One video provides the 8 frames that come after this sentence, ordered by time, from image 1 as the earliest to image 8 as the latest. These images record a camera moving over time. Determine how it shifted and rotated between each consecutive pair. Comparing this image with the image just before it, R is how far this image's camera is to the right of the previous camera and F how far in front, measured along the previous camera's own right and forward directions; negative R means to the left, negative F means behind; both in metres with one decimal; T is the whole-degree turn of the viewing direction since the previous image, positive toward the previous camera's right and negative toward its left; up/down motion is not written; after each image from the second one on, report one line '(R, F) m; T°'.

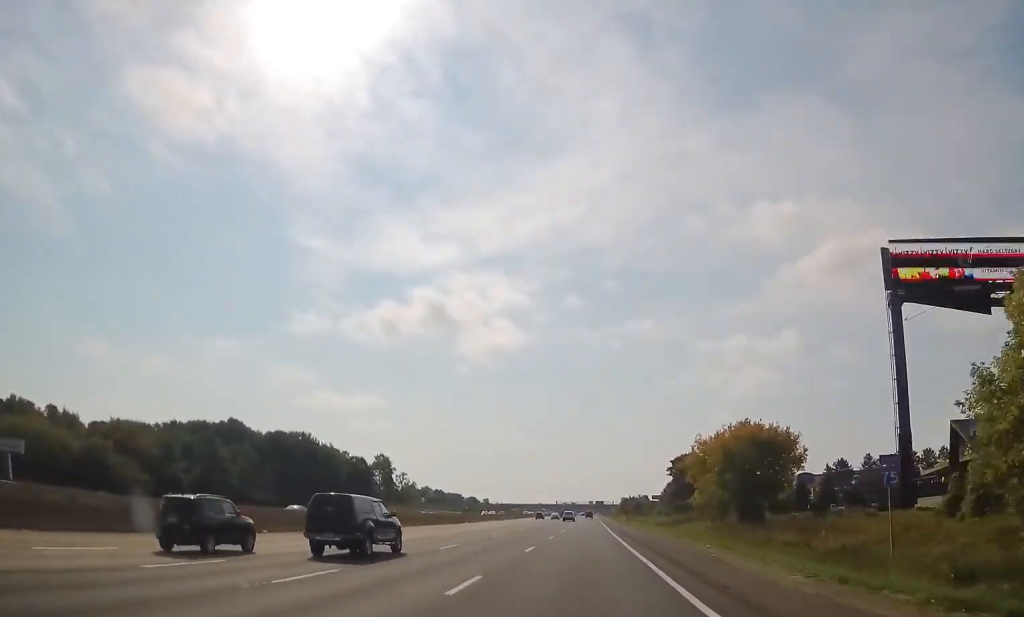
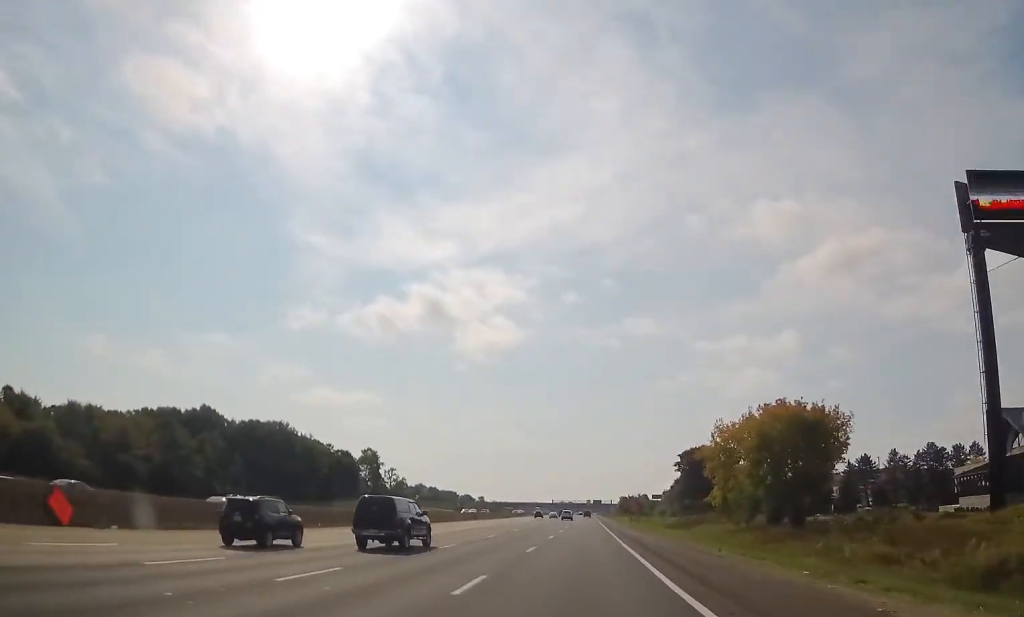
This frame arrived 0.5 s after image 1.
(+0.3, +15.1) m; 0°
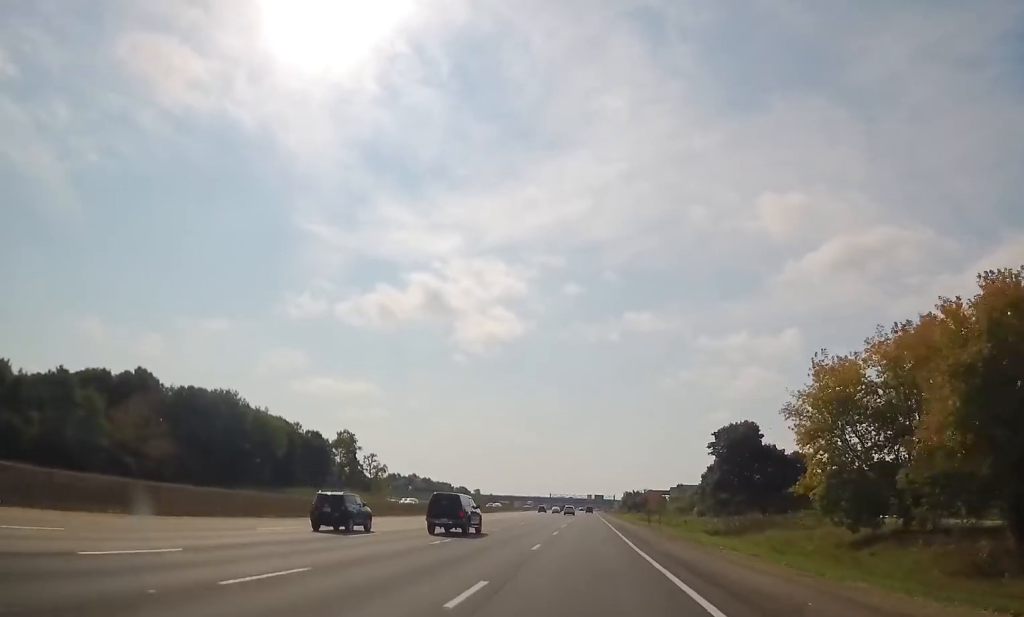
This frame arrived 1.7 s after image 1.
(-0.6, +32.0) m; -1°
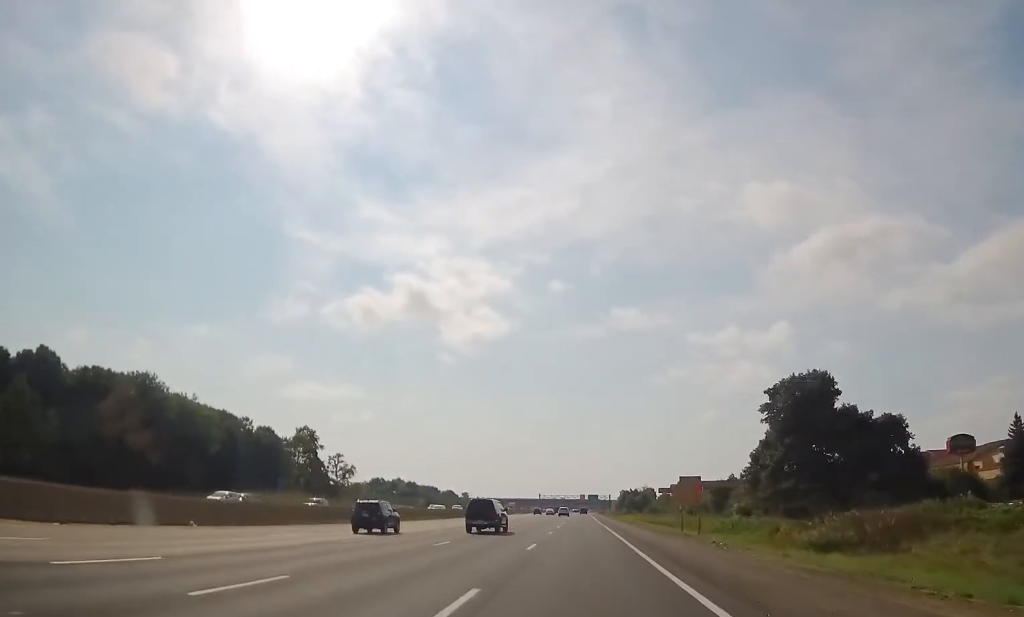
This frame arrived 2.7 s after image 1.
(+0.3, +31.6) m; 0°
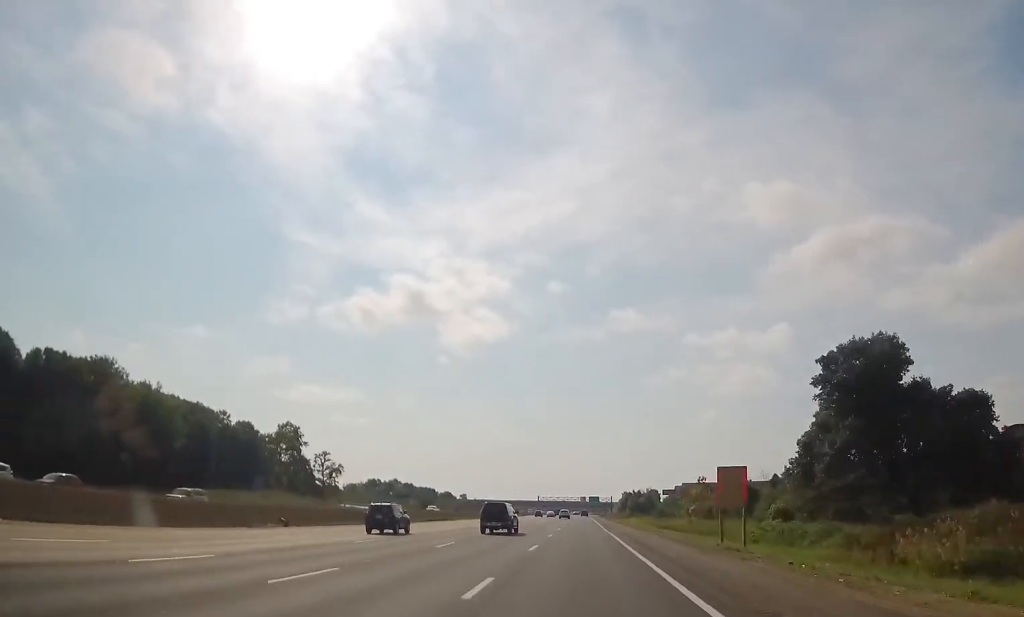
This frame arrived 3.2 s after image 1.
(-0.2, +14.3) m; 0°
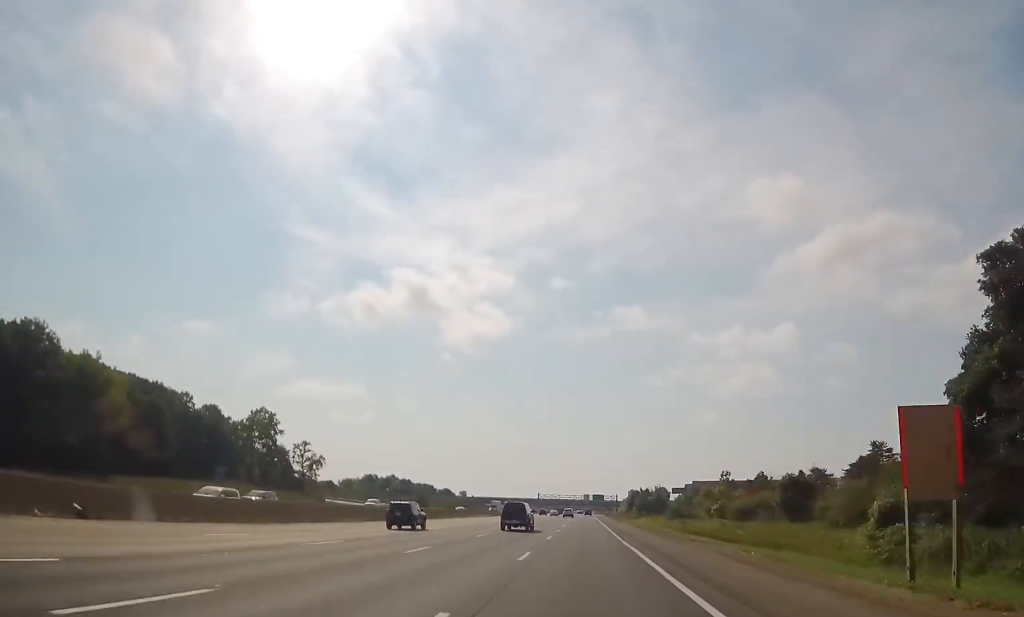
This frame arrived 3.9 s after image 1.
(-0.2, +21.2) m; 0°
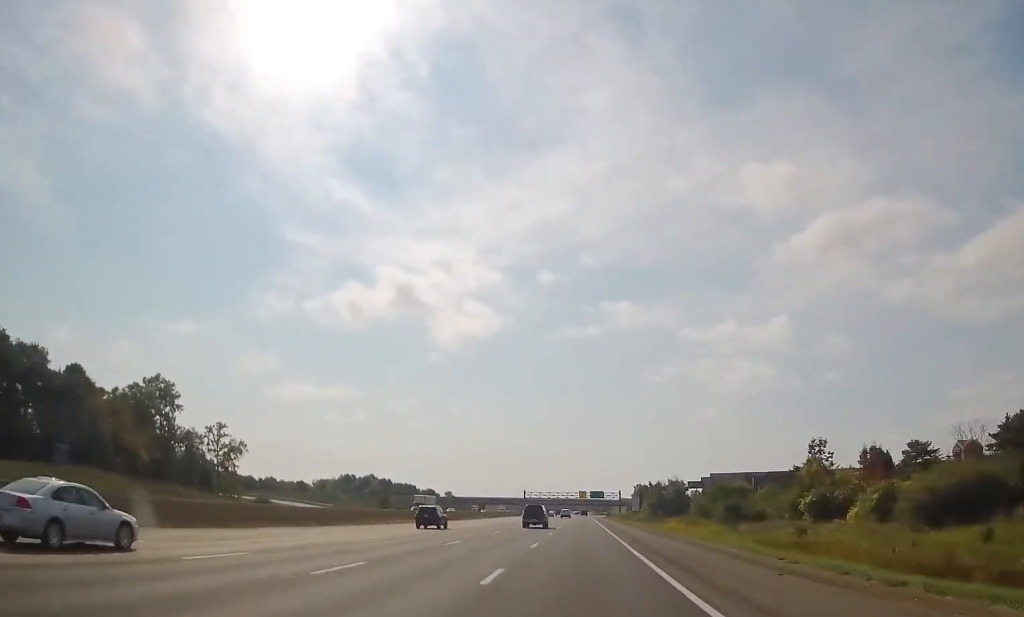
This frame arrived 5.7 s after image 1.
(+0.1, +52.9) m; +1°
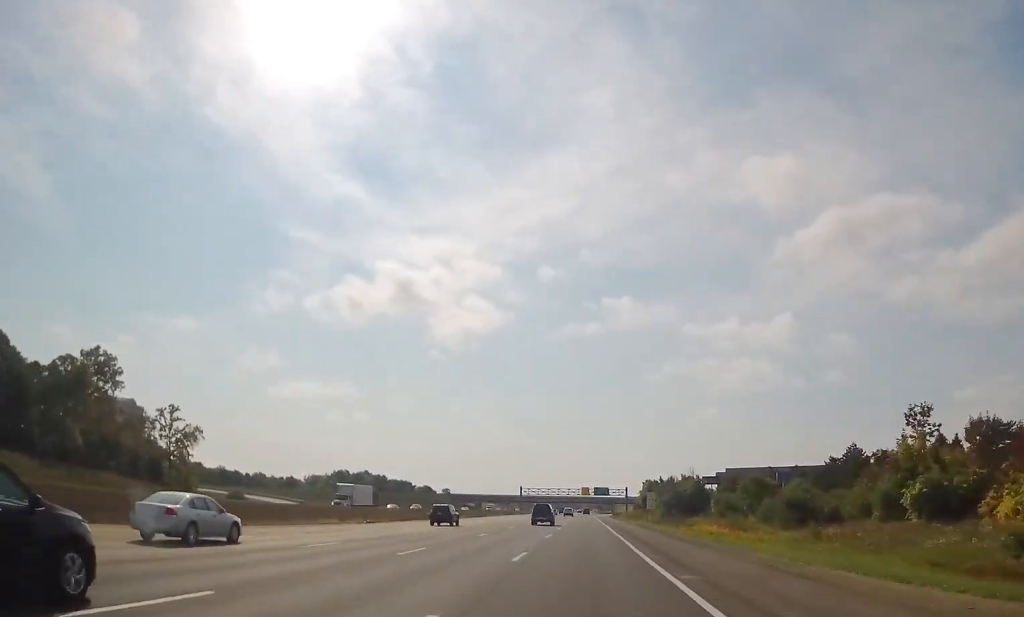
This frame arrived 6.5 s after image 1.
(+0.5, +23.6) m; 0°
